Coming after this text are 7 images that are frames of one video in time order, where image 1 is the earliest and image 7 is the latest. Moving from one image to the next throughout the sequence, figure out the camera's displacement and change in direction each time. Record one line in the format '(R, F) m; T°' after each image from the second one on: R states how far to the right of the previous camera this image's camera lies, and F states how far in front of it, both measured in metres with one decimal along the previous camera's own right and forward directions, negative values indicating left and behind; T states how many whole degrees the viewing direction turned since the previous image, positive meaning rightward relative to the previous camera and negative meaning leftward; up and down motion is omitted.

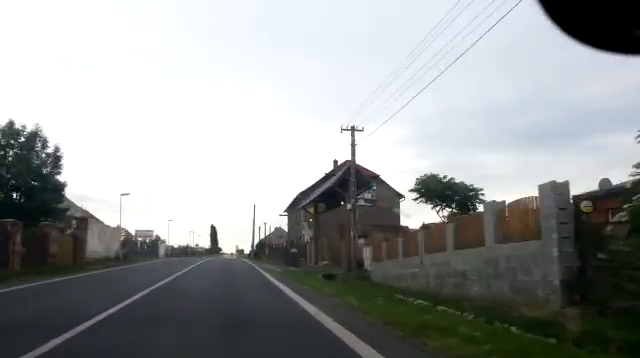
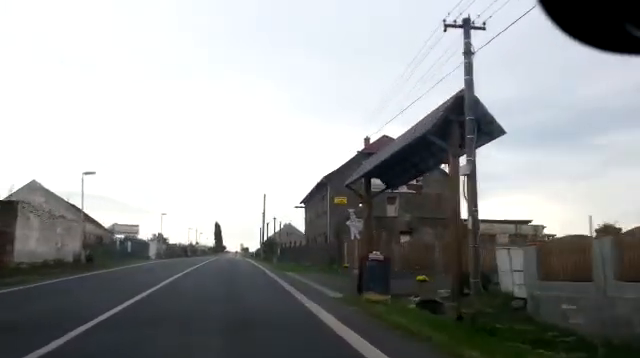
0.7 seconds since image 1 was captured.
(-0.3, +12.4) m; -2°
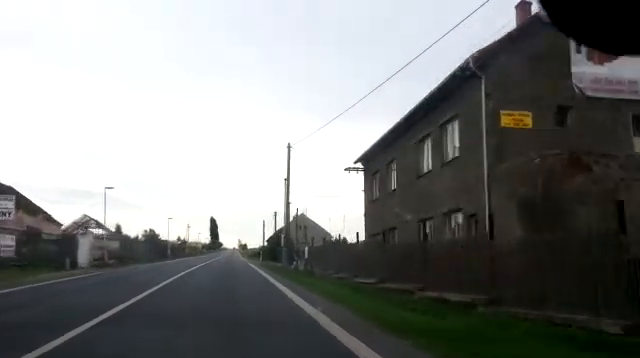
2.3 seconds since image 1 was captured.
(0.0, +26.8) m; +1°
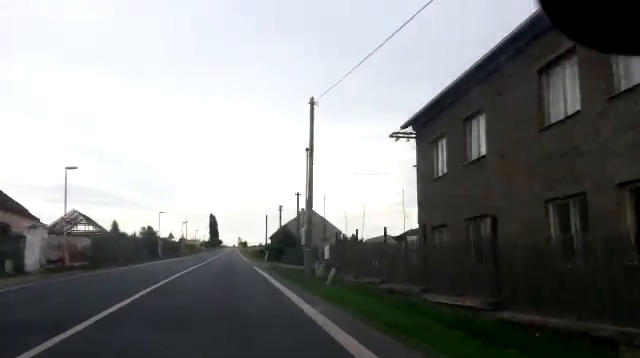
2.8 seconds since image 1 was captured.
(0.0, +8.5) m; 0°
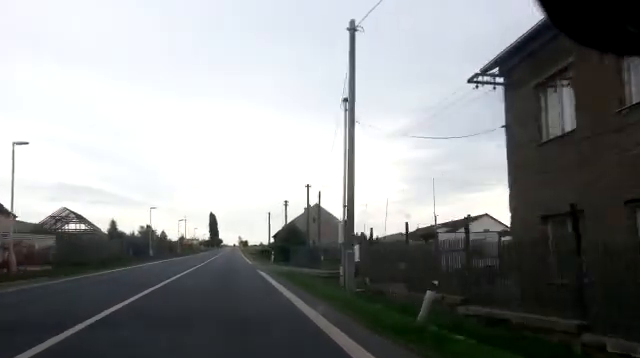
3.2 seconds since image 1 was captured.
(0.0, +7.4) m; -1°
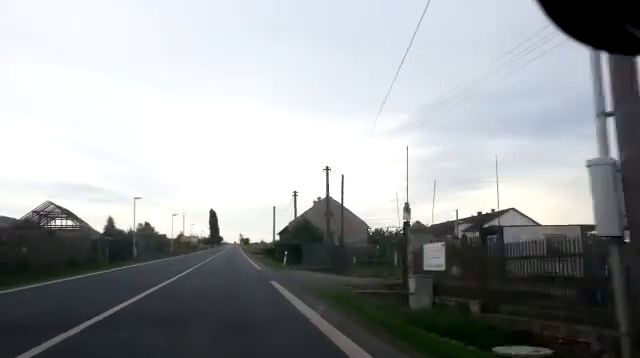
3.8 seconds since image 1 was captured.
(0.0, +9.2) m; 0°
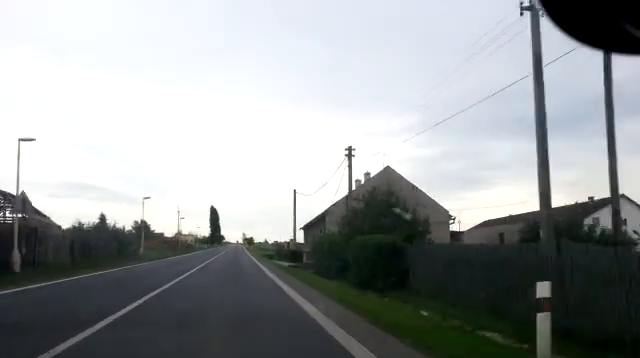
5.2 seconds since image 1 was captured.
(-0.1, +25.5) m; 0°
